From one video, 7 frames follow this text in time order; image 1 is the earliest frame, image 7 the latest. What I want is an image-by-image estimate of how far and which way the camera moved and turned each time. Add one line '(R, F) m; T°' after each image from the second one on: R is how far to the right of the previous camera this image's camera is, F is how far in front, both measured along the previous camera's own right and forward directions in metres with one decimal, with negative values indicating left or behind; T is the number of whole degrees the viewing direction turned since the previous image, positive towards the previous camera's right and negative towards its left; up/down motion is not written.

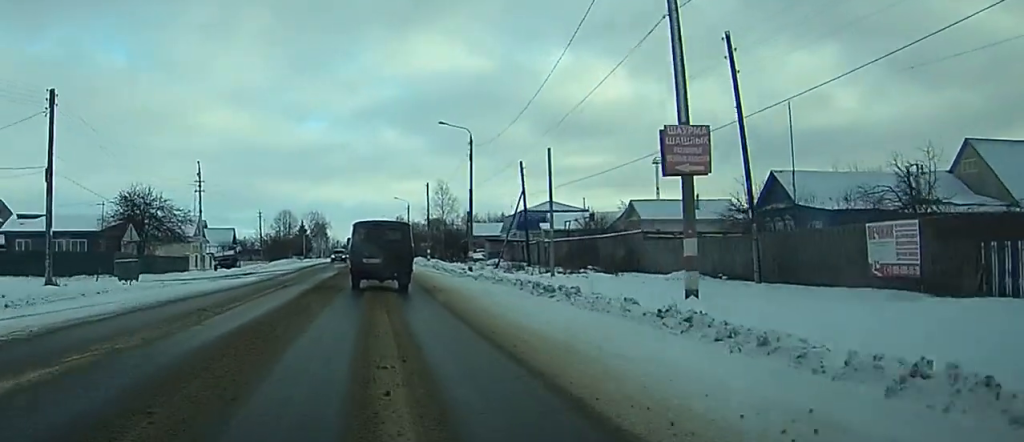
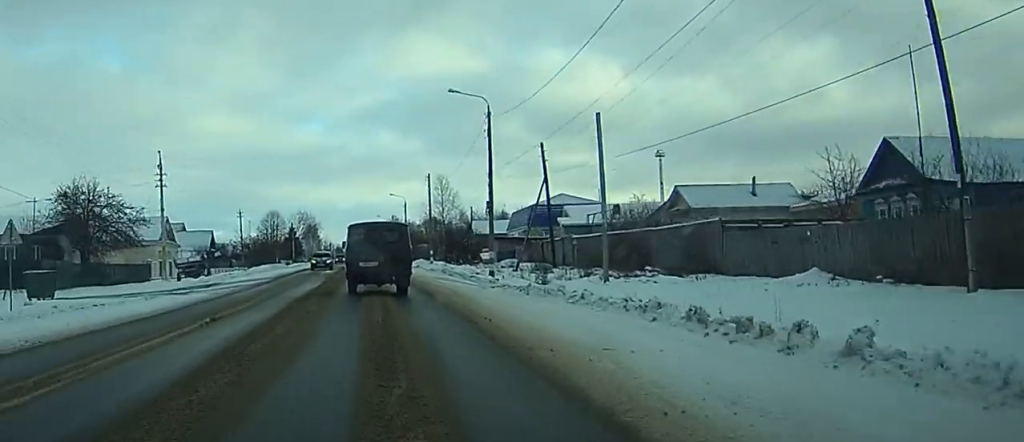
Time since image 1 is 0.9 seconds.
(0.0, +12.7) m; +1°
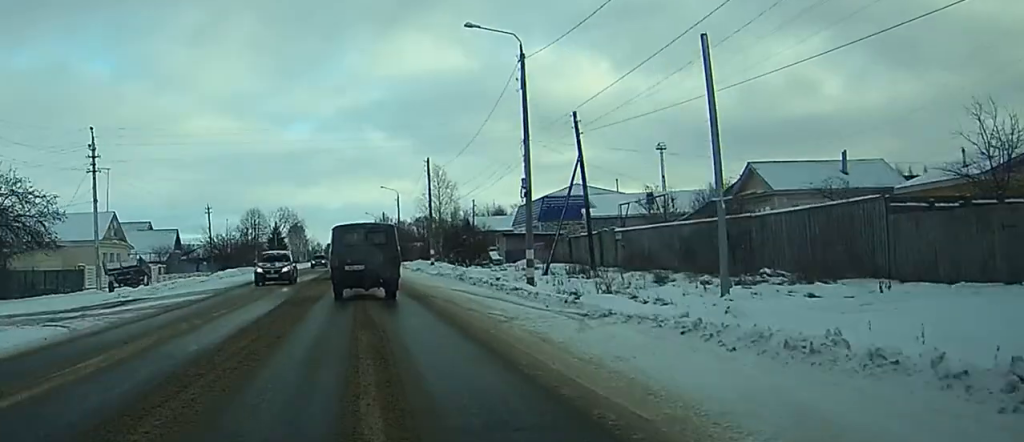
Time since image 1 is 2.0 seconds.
(+0.1, +14.1) m; 0°
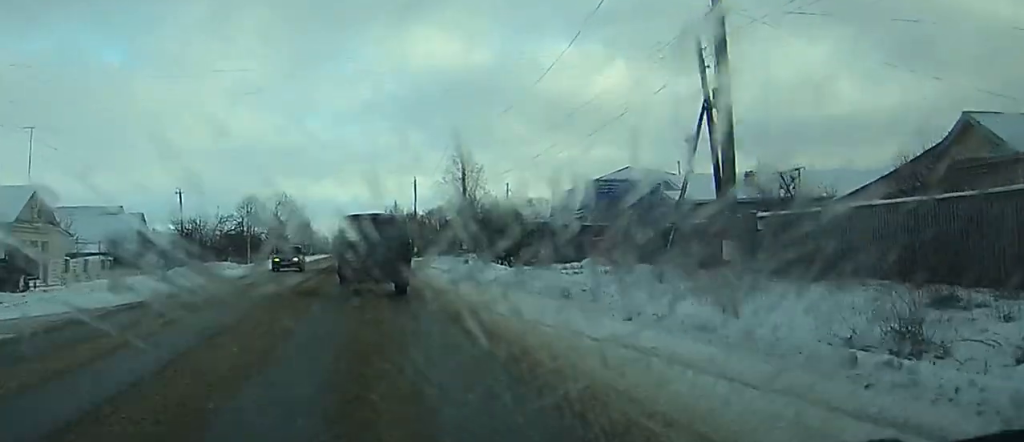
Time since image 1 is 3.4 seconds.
(-0.1, +18.2) m; -1°
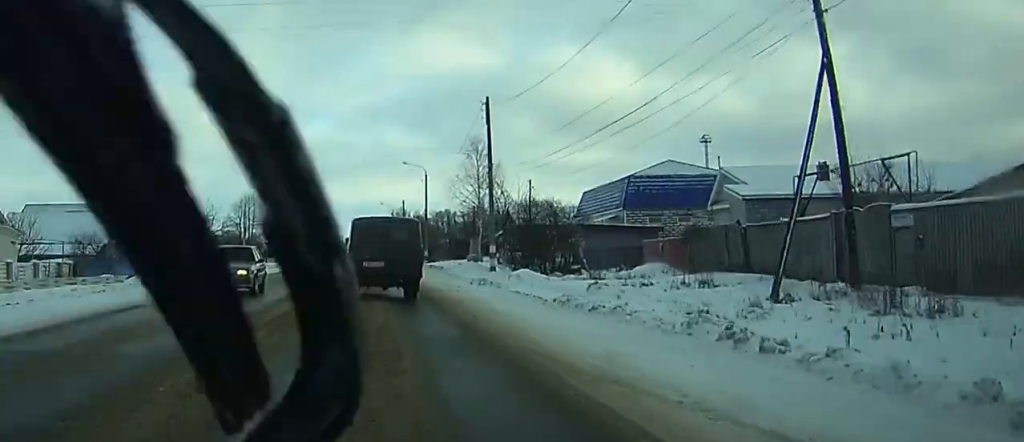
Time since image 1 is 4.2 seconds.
(0.0, +9.0) m; 0°
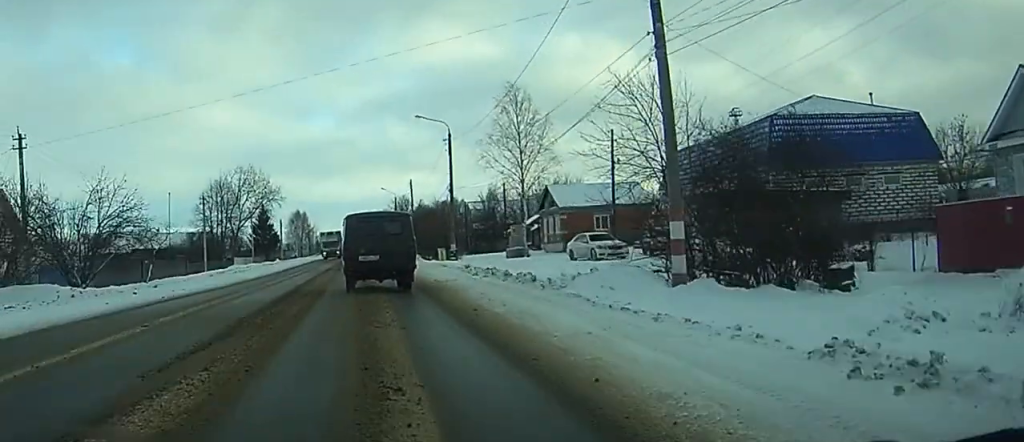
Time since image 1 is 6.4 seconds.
(+0.2, +26.7) m; +2°
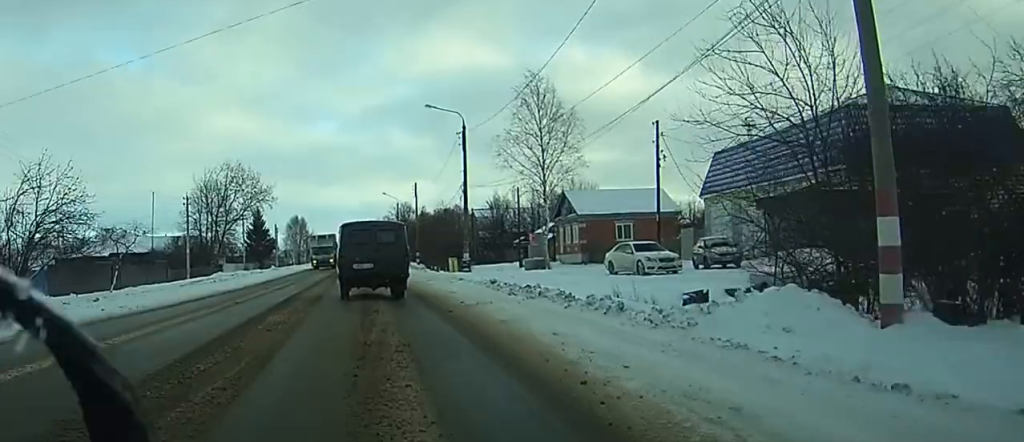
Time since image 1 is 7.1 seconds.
(0.0, +7.9) m; 0°
